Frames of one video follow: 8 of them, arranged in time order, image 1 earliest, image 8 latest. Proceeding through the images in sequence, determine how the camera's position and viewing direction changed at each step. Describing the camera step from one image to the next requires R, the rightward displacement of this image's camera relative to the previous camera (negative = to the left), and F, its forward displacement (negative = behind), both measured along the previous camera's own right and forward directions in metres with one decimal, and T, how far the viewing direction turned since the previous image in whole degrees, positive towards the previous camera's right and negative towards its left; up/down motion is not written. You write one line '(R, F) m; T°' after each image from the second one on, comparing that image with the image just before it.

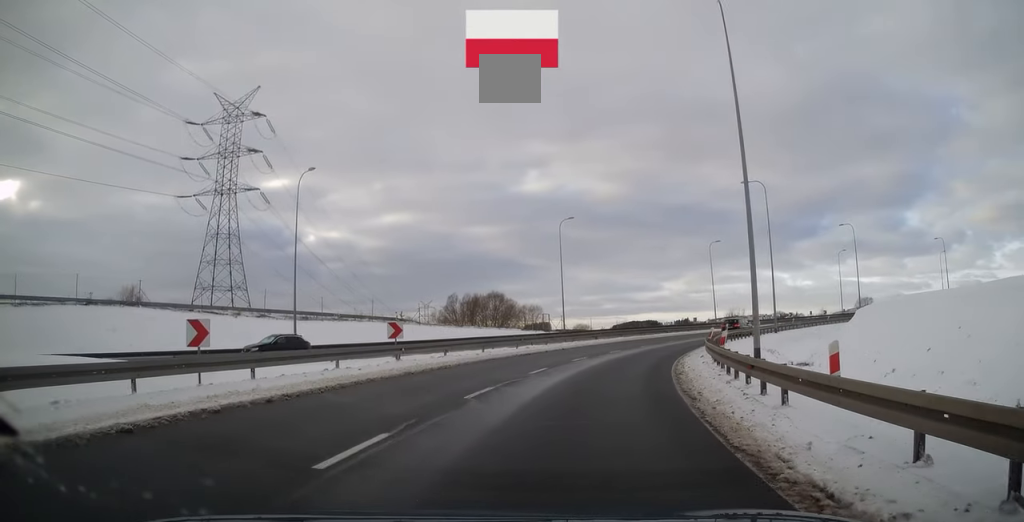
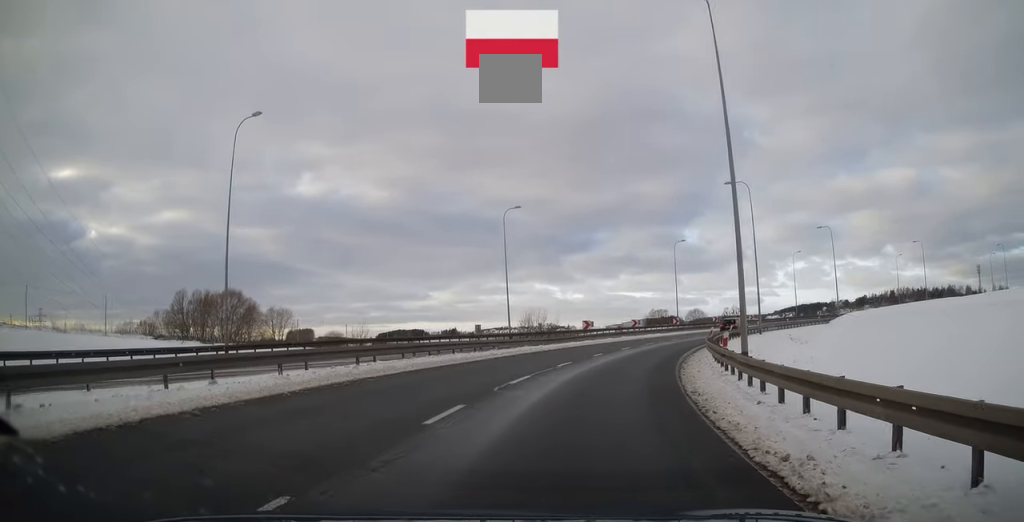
(+7.4, +31.8) m; +23°
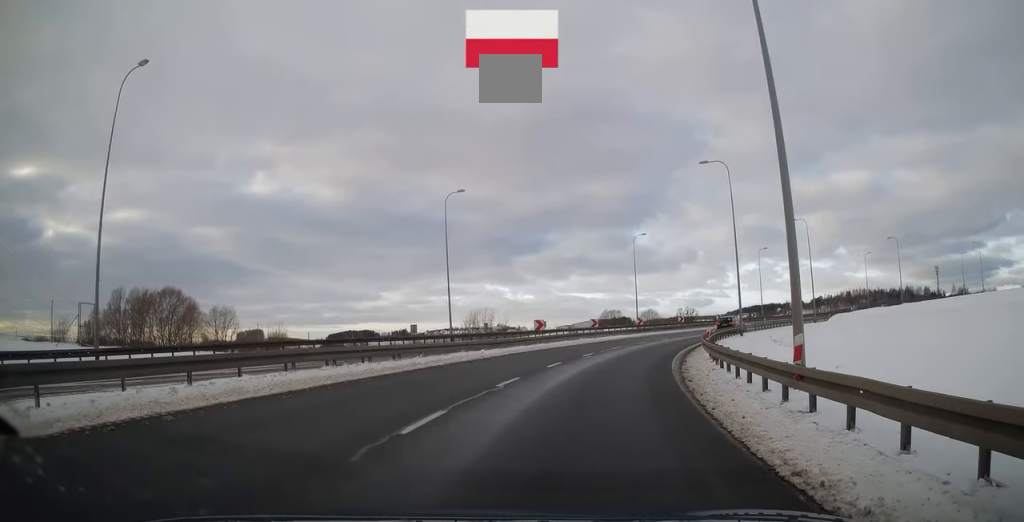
(-0.2, +6.9) m; +5°
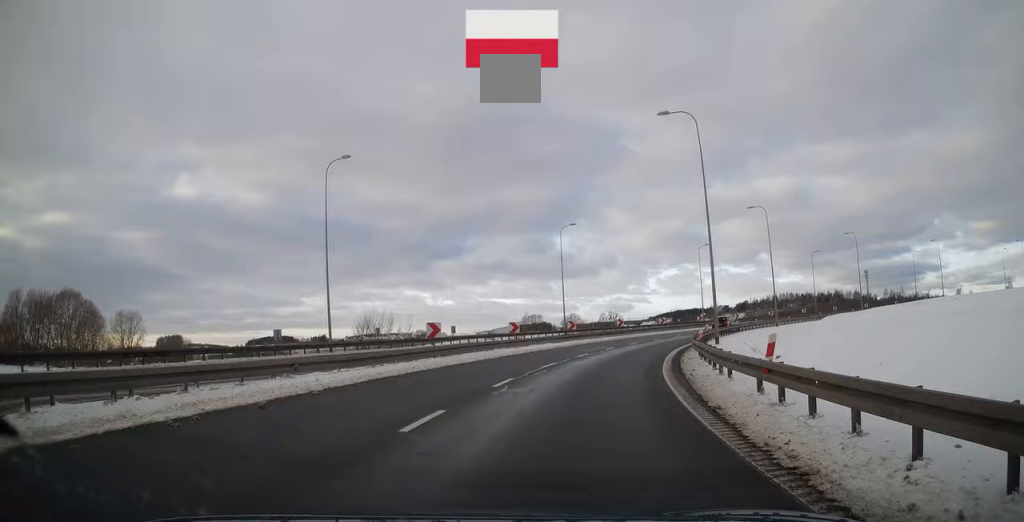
(+1.3, +11.4) m; +8°
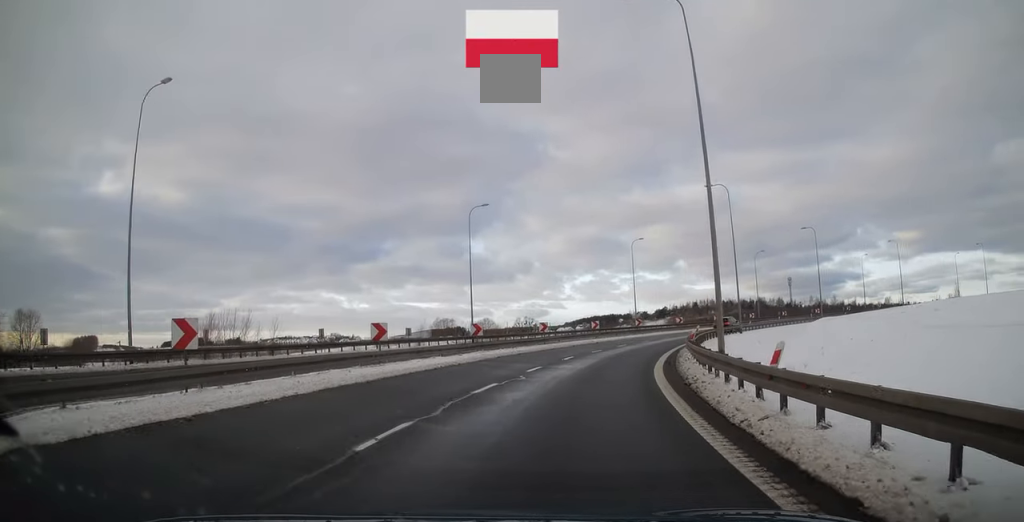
(+0.7, +13.1) m; +8°
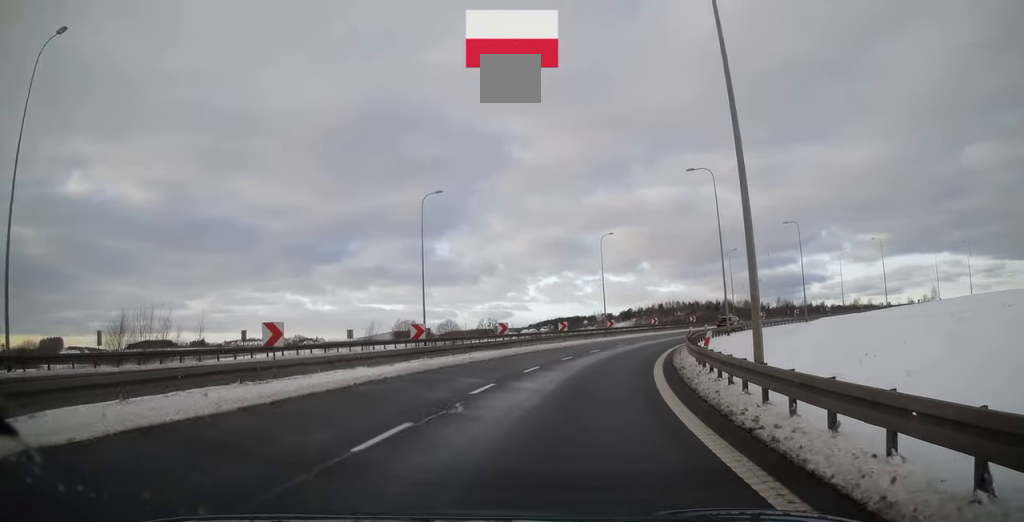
(+0.2, +5.9) m; +3°
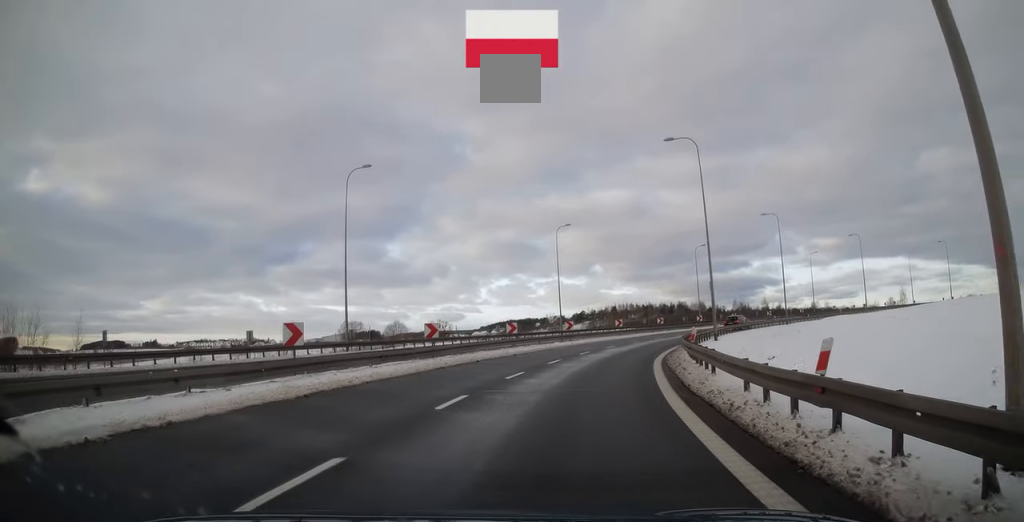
(+0.4, +8.3) m; +5°
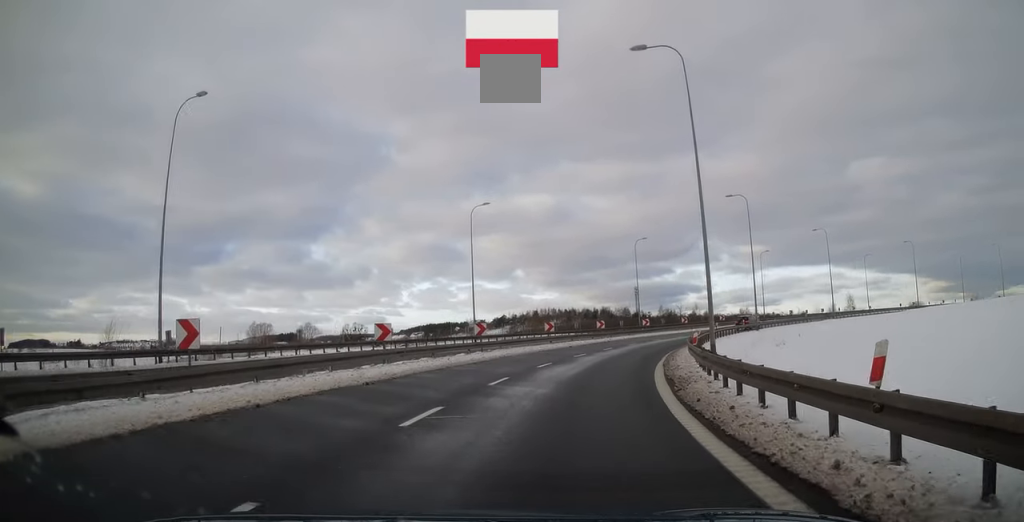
(+0.8, +13.6) m; +8°
